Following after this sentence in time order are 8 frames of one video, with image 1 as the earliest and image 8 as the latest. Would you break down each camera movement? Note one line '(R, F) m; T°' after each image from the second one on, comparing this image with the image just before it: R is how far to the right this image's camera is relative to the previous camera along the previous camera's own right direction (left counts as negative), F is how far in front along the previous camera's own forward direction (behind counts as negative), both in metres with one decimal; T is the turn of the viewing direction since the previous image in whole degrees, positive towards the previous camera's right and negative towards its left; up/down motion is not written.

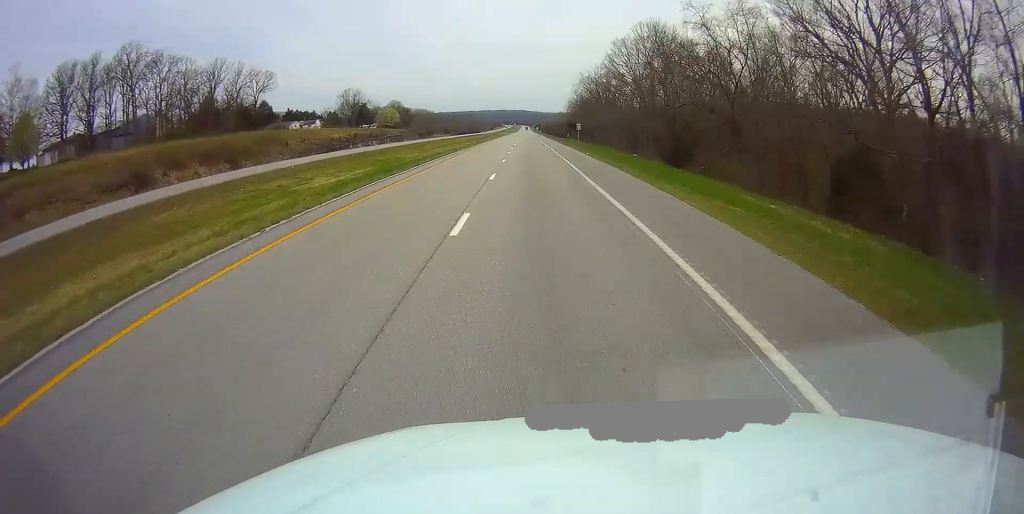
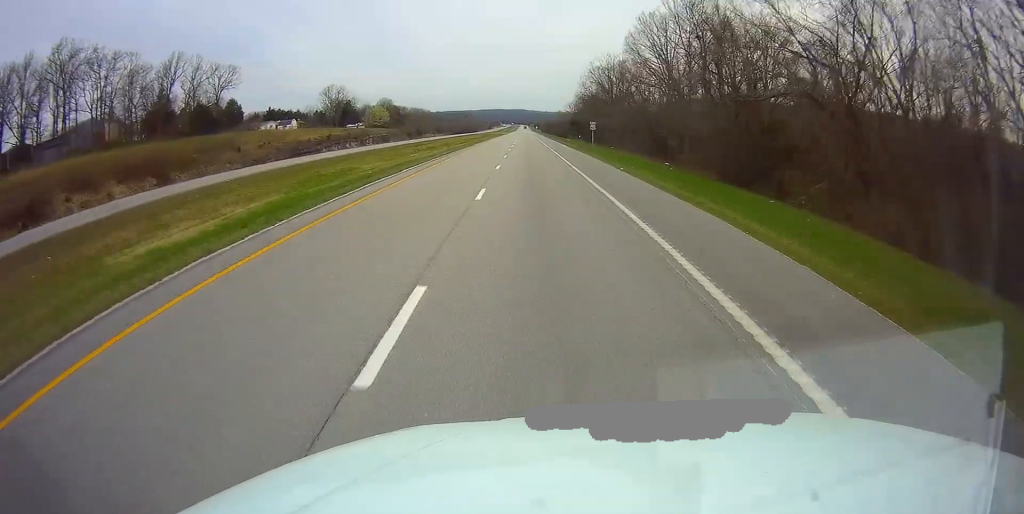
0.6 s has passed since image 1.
(0.0, +18.8) m; 0°
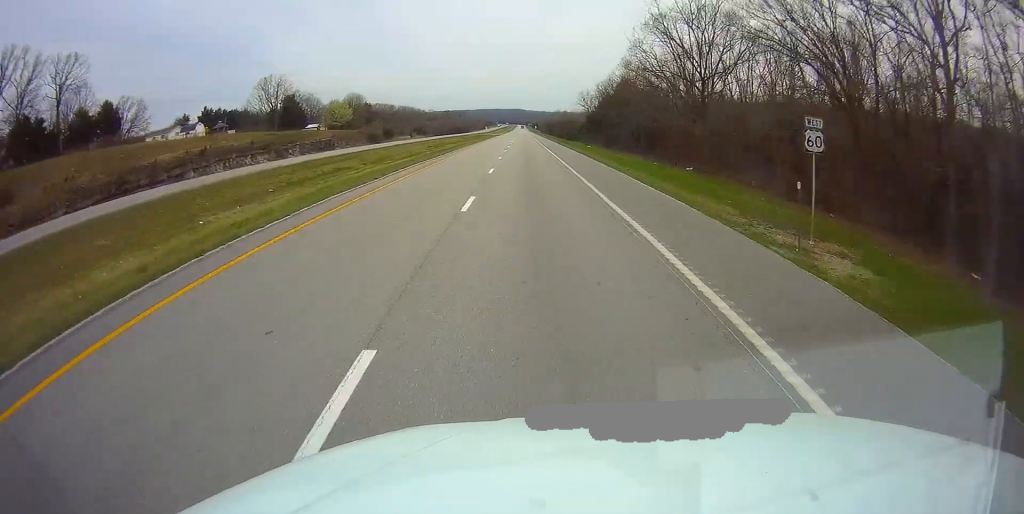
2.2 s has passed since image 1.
(+0.3, +51.4) m; +1°
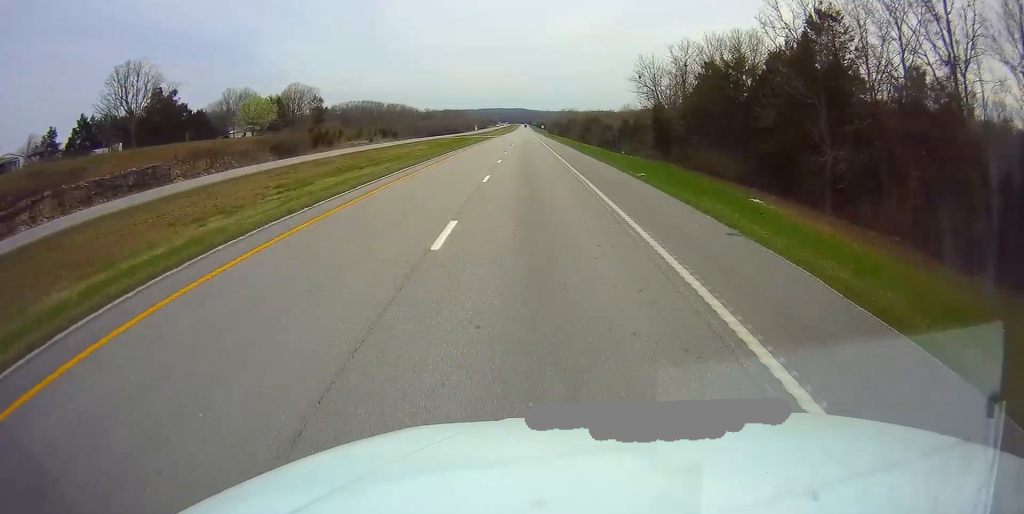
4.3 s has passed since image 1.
(-0.3, +66.1) m; 0°
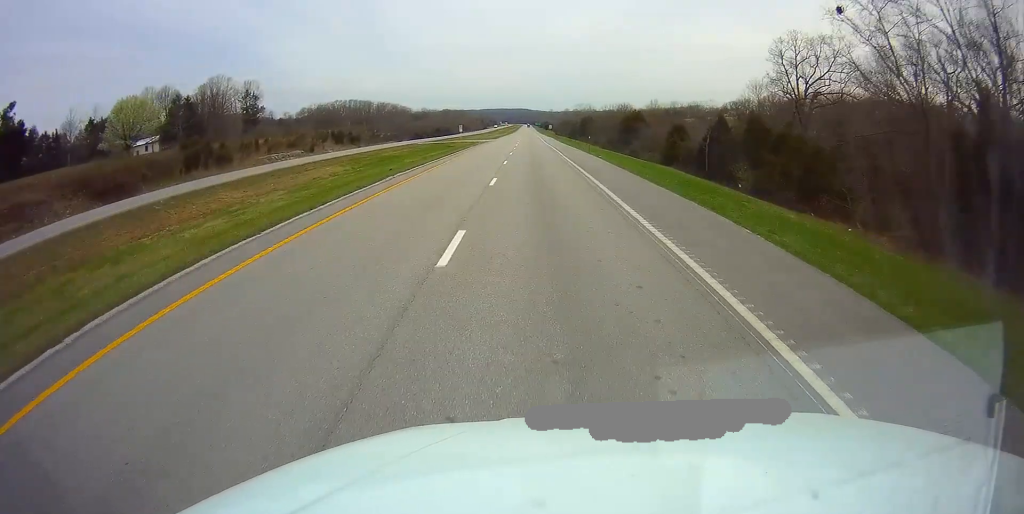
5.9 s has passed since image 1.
(0.0, +50.1) m; 0°
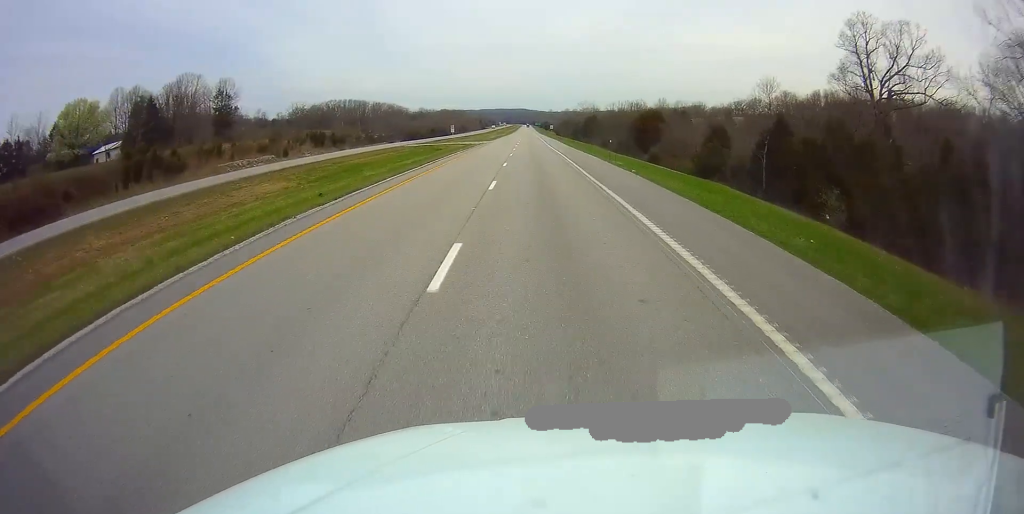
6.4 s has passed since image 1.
(0.0, +13.6) m; 0°
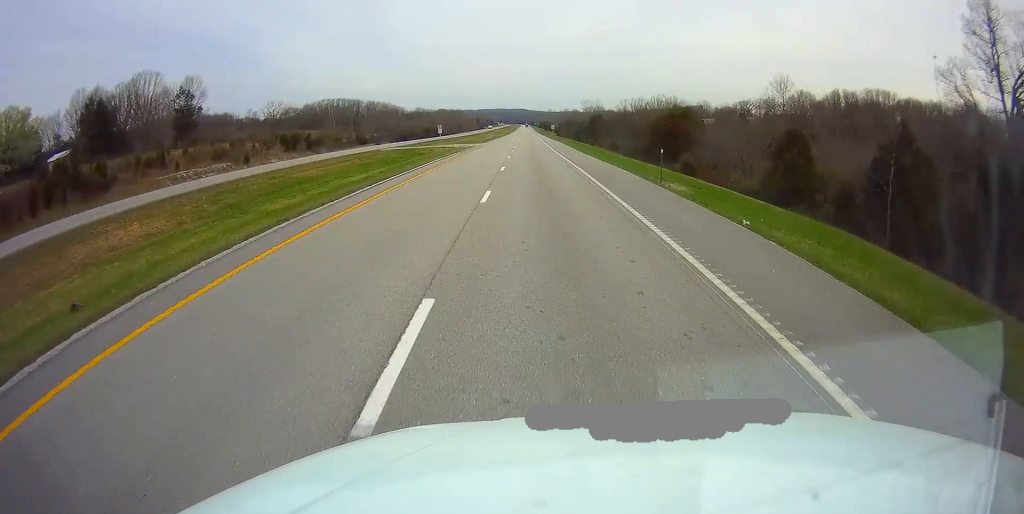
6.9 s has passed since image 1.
(0.0, +15.7) m; 0°
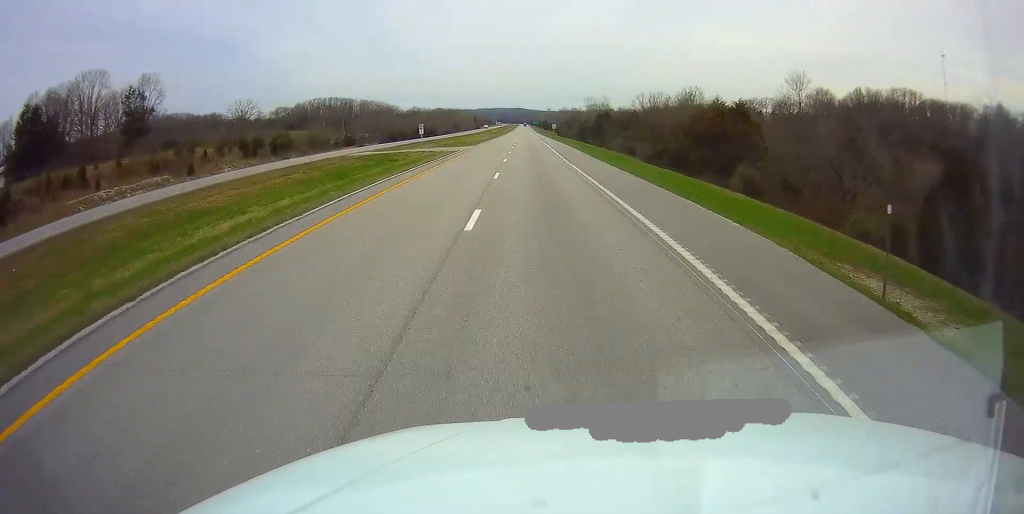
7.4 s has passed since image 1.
(0.0, +16.7) m; 0°
